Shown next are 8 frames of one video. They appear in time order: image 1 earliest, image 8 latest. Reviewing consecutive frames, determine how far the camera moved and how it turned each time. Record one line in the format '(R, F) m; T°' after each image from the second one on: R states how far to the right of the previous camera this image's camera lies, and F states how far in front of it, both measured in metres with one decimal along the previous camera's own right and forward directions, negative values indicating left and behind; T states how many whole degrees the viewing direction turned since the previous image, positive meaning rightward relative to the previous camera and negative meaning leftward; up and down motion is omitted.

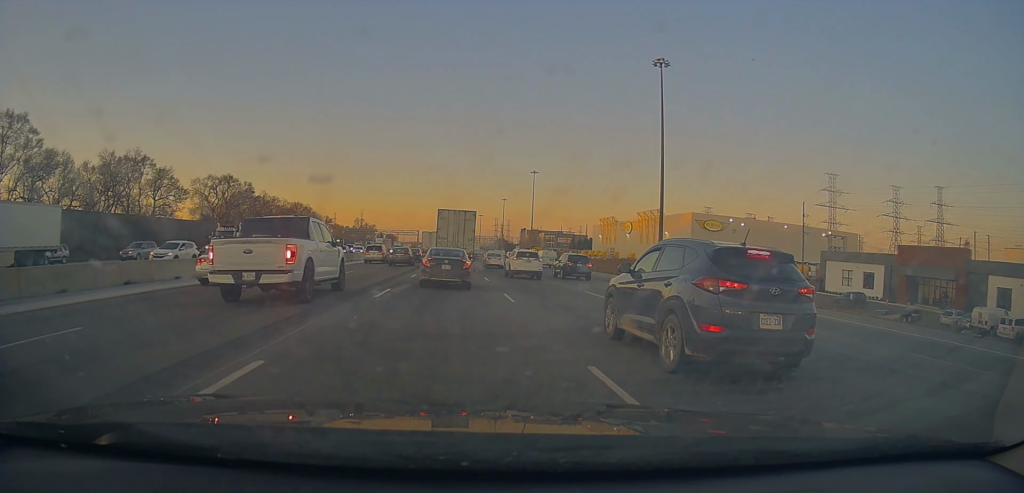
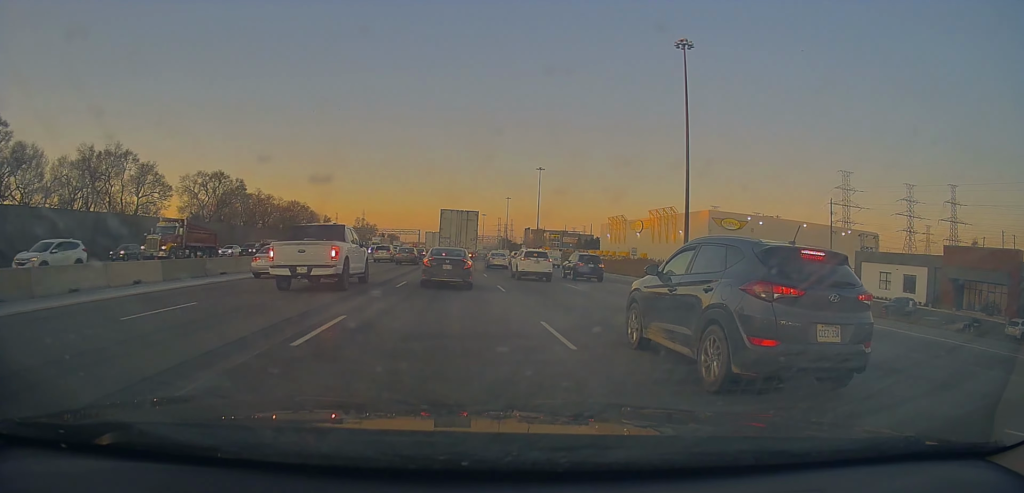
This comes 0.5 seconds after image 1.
(-0.1, +7.6) m; 0°
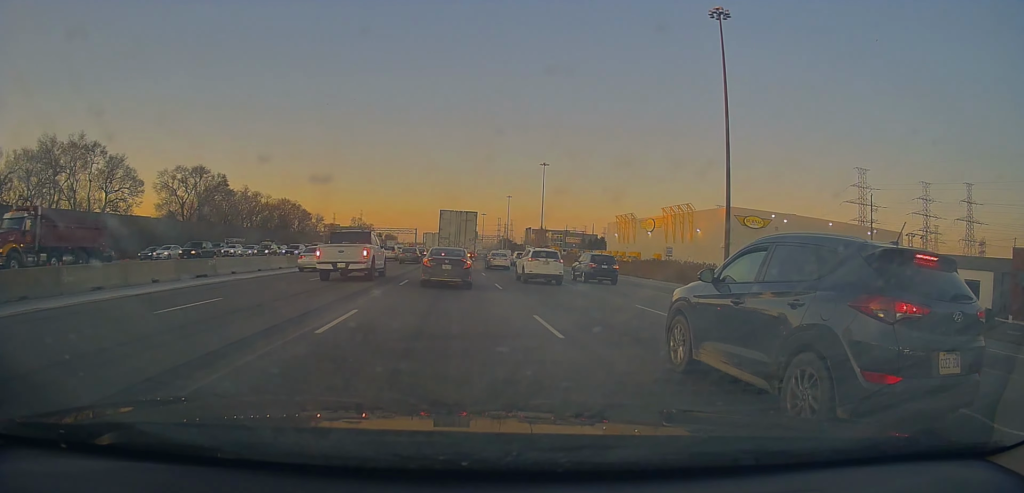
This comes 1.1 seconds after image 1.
(0.0, +10.8) m; 0°
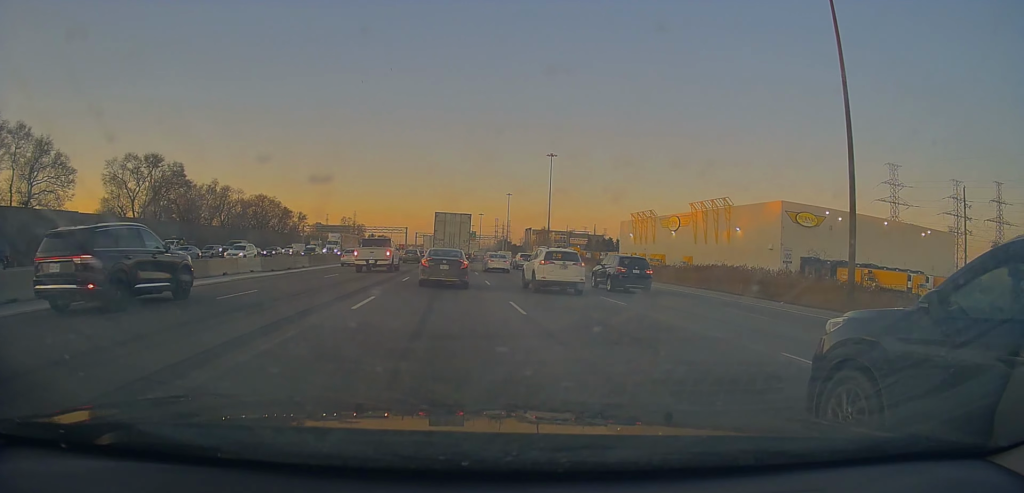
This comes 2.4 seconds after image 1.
(+0.1, +20.3) m; 0°
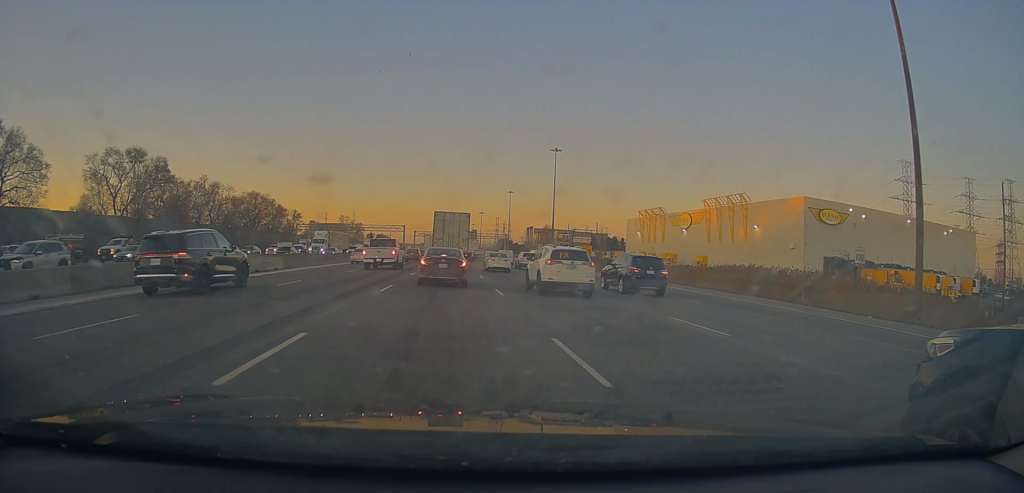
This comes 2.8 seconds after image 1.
(0.0, +6.9) m; 0°
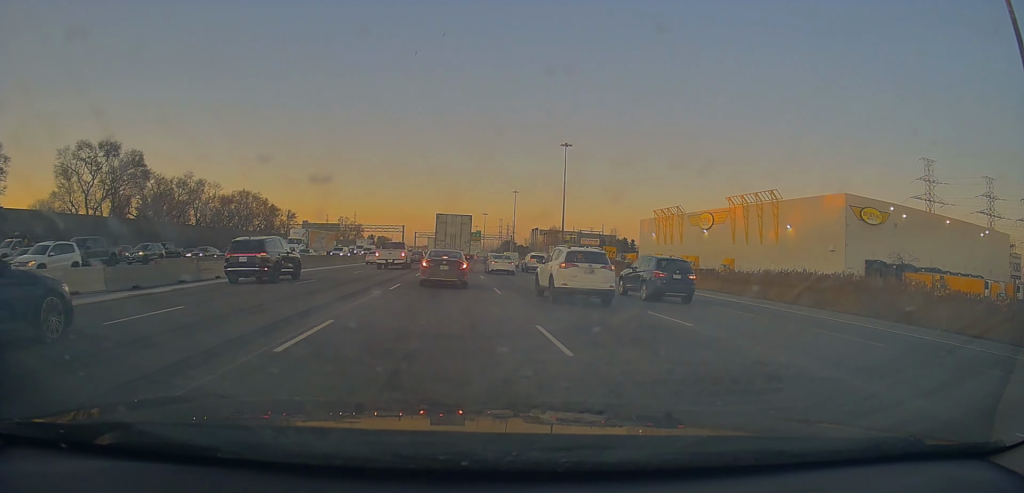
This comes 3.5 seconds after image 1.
(+0.1, +10.1) m; -1°
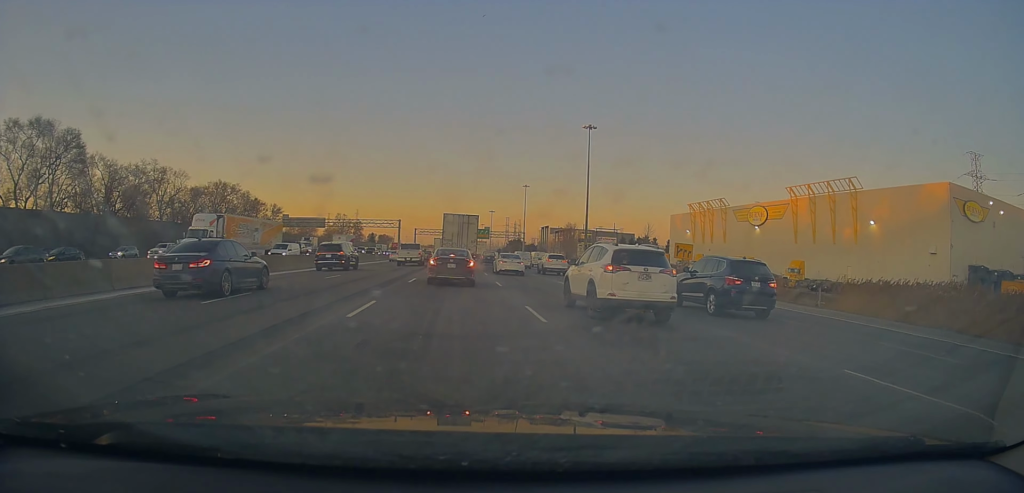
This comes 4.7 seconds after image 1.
(-0.6, +20.2) m; -2°
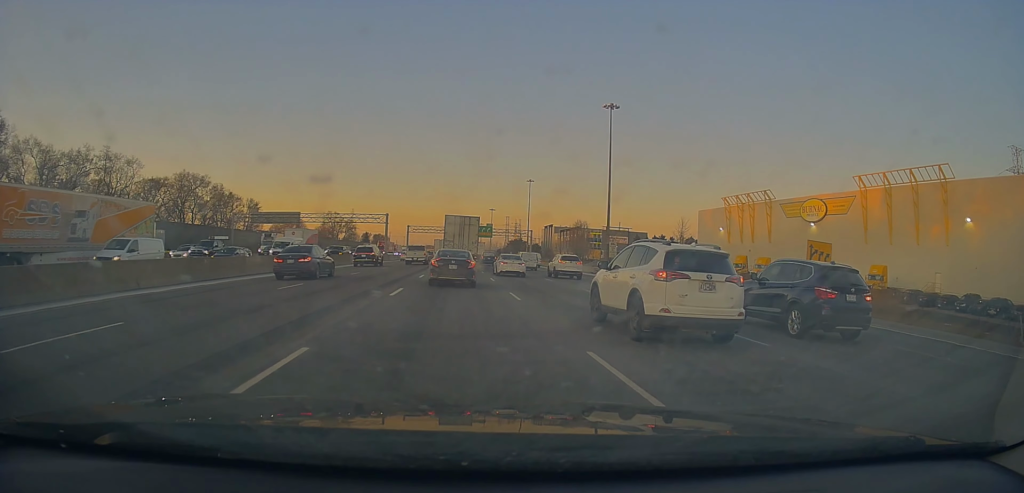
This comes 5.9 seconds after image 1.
(+0.2, +18.4) m; +1°
